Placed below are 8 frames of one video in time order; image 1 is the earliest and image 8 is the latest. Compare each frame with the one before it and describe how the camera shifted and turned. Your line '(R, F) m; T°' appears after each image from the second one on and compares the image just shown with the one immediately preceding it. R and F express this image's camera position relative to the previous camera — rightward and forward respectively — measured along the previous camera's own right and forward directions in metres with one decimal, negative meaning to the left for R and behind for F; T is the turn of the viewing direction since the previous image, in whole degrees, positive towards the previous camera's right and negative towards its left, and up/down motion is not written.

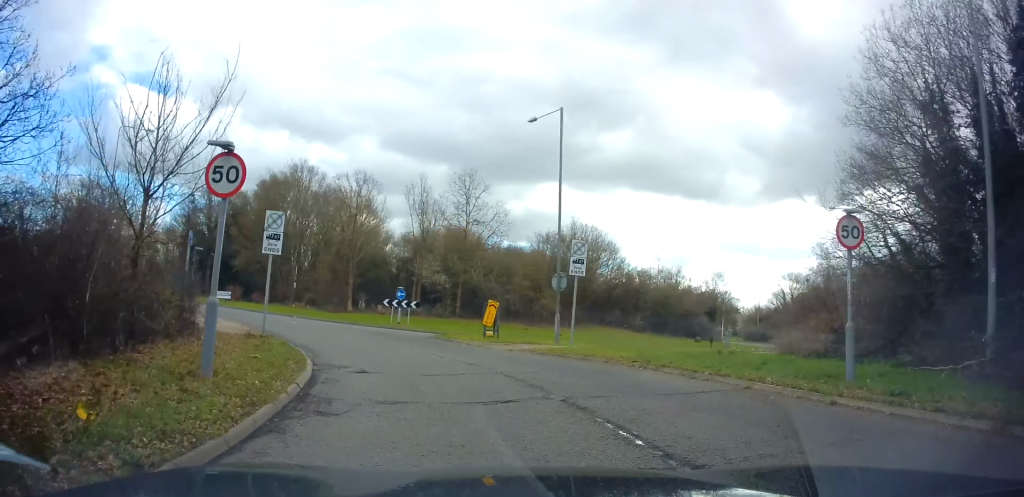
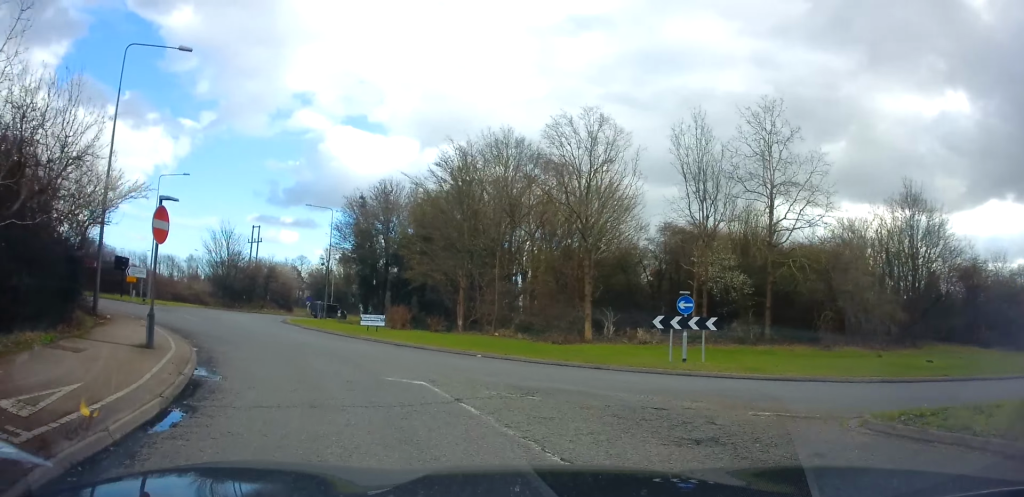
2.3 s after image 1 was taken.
(-2.5, +18.3) m; -24°
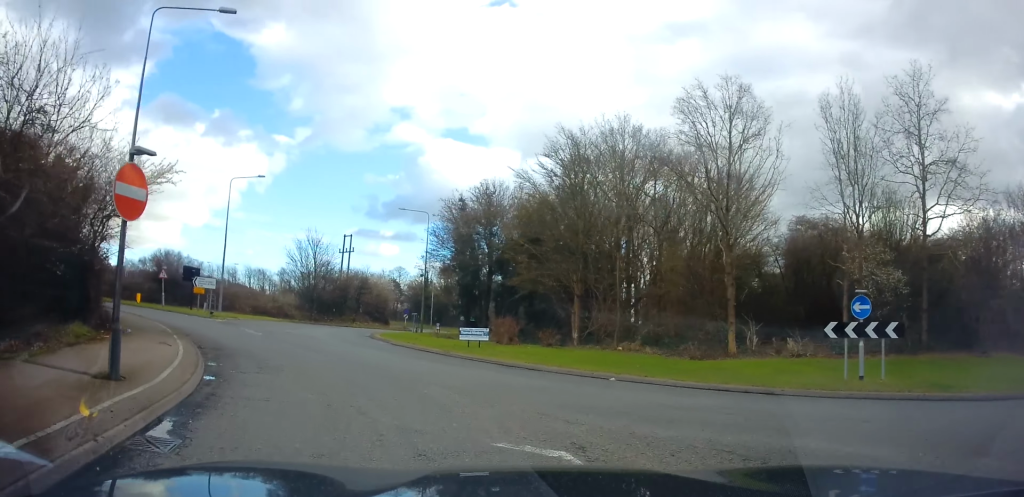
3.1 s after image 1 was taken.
(-0.5, +4.4) m; -12°
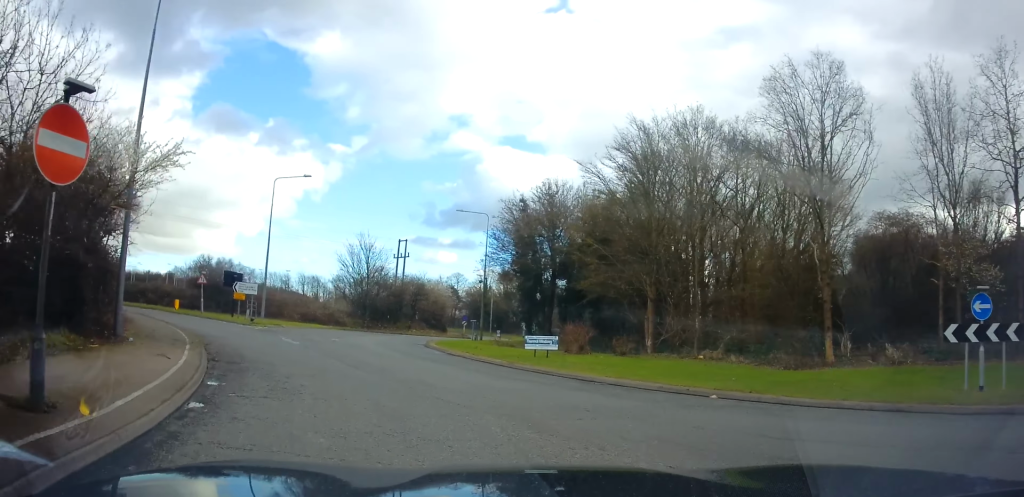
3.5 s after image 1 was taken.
(-0.1, +2.6) m; -8°
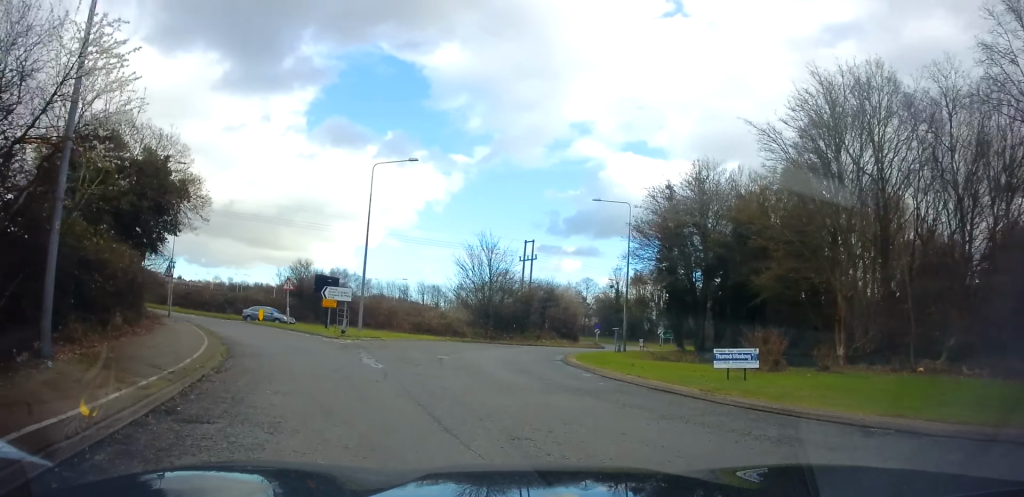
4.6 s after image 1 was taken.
(-0.7, +6.2) m; -9°
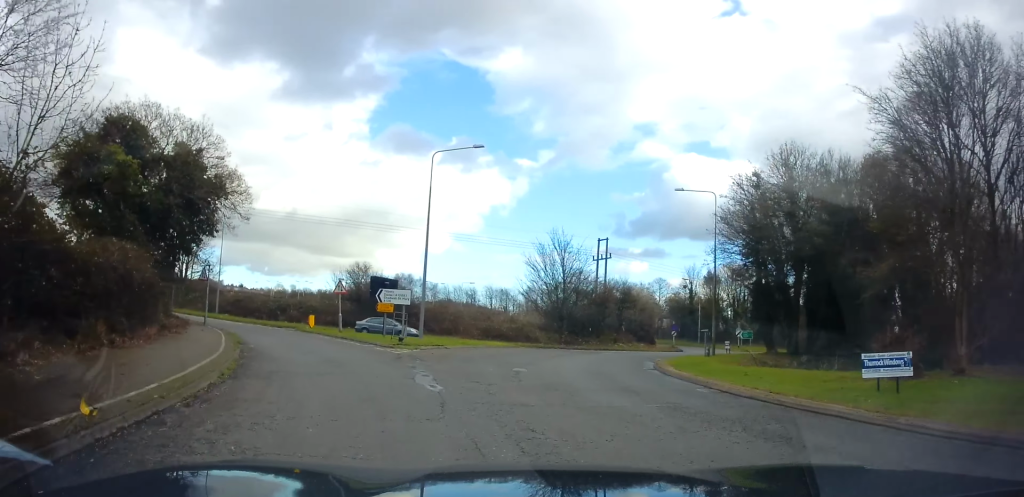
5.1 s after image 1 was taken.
(-0.1, +3.6) m; -5°
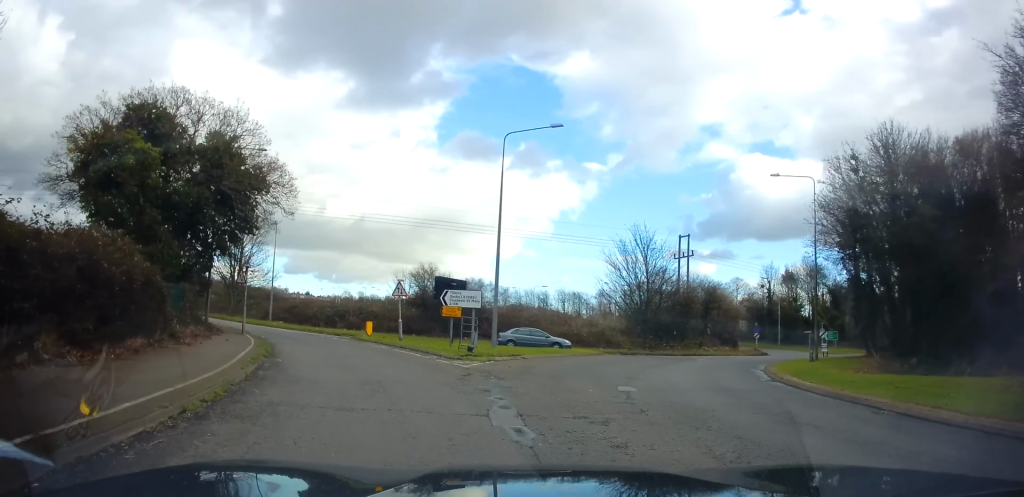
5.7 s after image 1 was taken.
(+0.1, +3.7) m; -6°
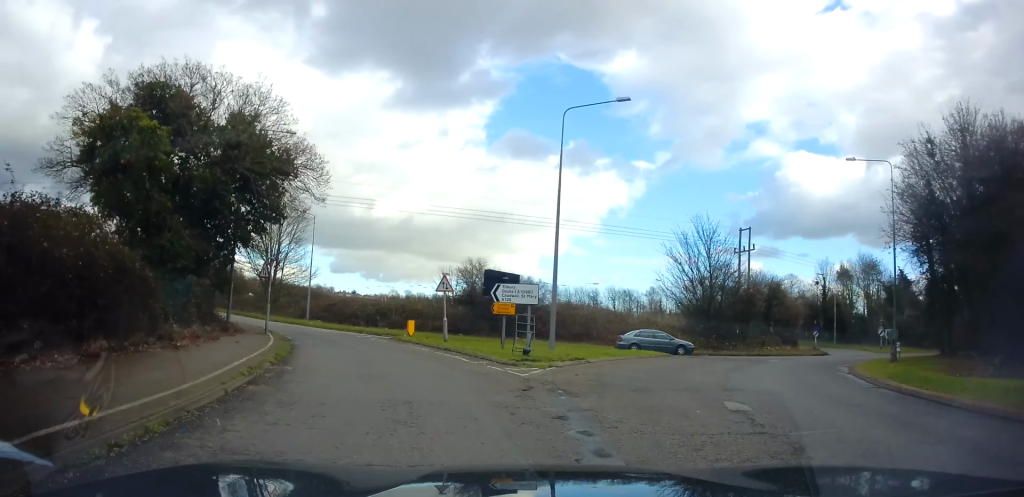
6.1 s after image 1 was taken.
(-0.4, +3.0) m; -6°
